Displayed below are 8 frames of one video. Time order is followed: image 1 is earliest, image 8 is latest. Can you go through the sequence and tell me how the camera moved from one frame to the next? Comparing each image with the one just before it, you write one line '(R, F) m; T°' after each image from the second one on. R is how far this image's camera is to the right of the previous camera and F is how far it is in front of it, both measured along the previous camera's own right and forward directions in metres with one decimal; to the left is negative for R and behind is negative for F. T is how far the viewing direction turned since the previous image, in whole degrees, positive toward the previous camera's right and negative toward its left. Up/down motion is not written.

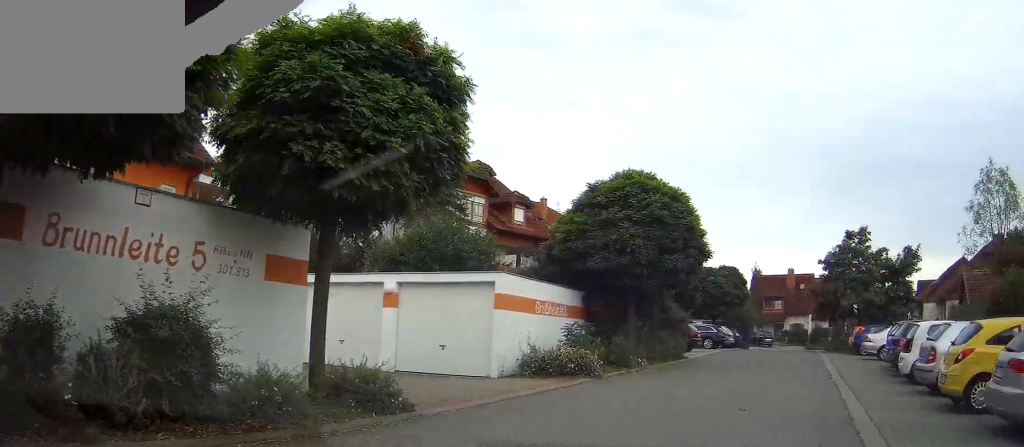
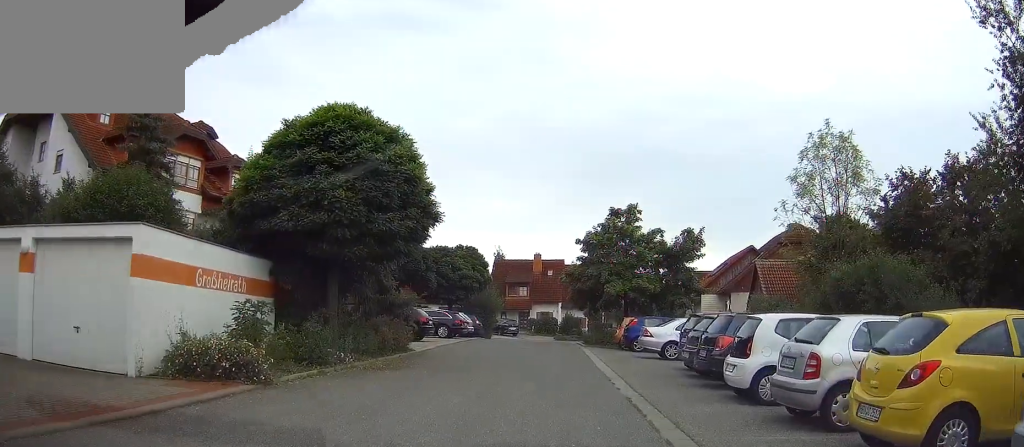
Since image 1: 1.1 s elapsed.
(+1.6, +3.6) m; +36°
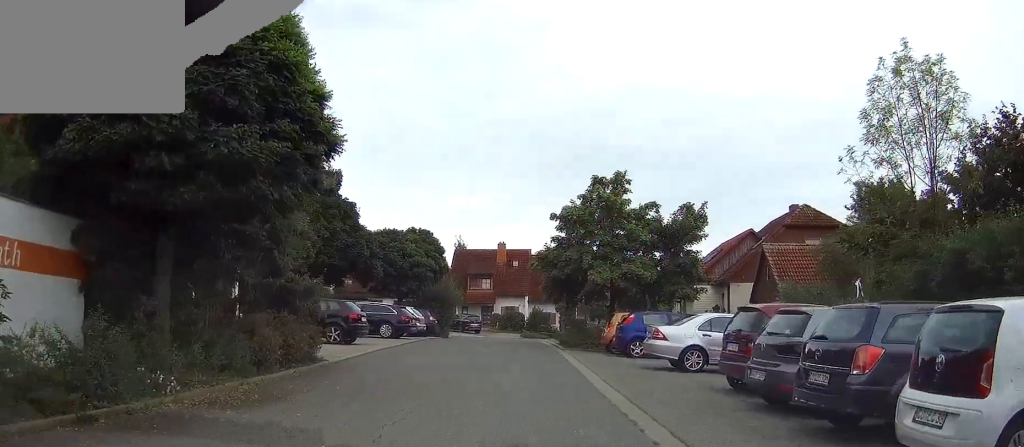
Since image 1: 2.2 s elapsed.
(+1.0, +5.2) m; +11°
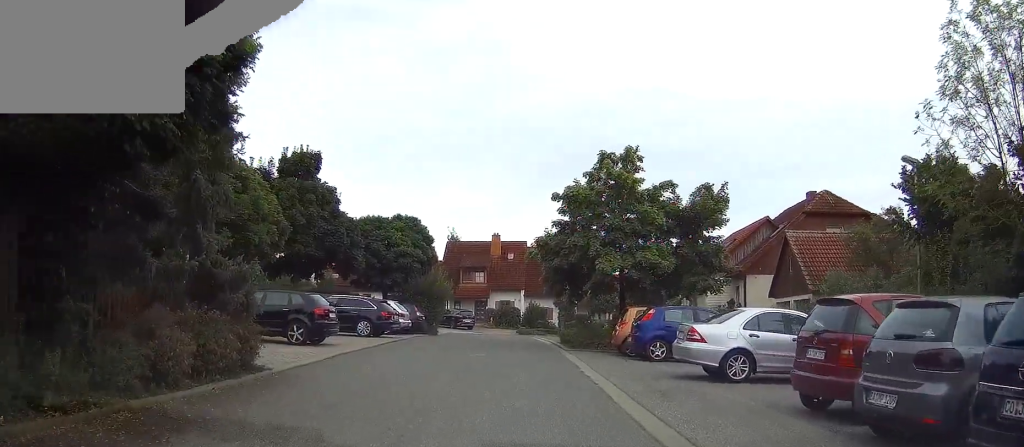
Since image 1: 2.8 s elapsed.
(-0.1, +3.0) m; -1°
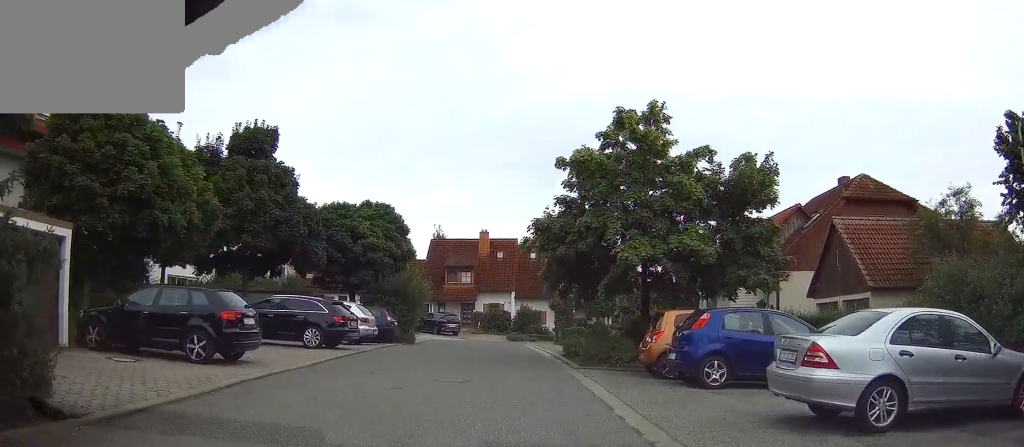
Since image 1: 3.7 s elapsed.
(-0.1, +5.1) m; -1°
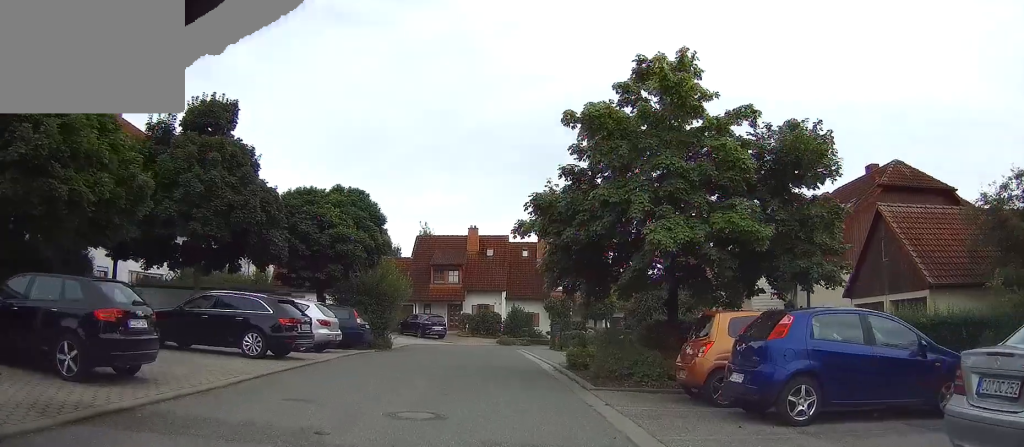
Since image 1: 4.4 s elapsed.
(0.0, +3.6) m; 0°
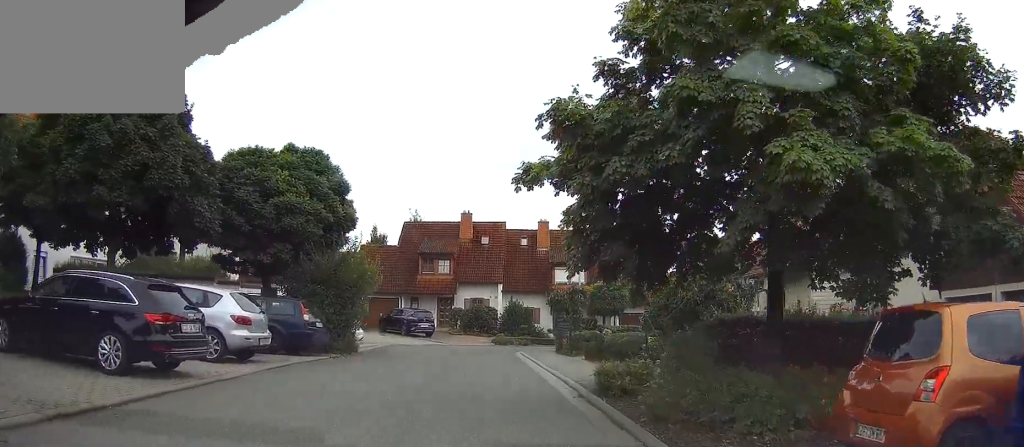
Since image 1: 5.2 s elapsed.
(0.0, +5.4) m; +1°
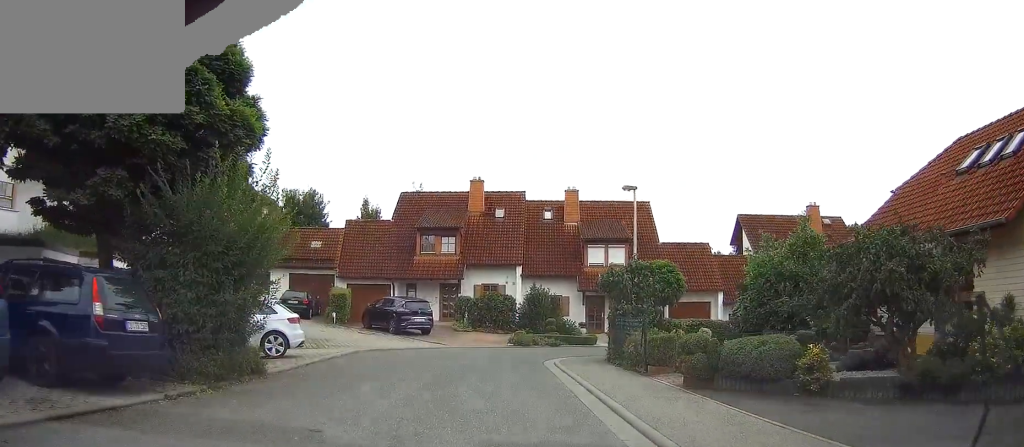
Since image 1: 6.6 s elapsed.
(+0.2, +9.5) m; +2°
